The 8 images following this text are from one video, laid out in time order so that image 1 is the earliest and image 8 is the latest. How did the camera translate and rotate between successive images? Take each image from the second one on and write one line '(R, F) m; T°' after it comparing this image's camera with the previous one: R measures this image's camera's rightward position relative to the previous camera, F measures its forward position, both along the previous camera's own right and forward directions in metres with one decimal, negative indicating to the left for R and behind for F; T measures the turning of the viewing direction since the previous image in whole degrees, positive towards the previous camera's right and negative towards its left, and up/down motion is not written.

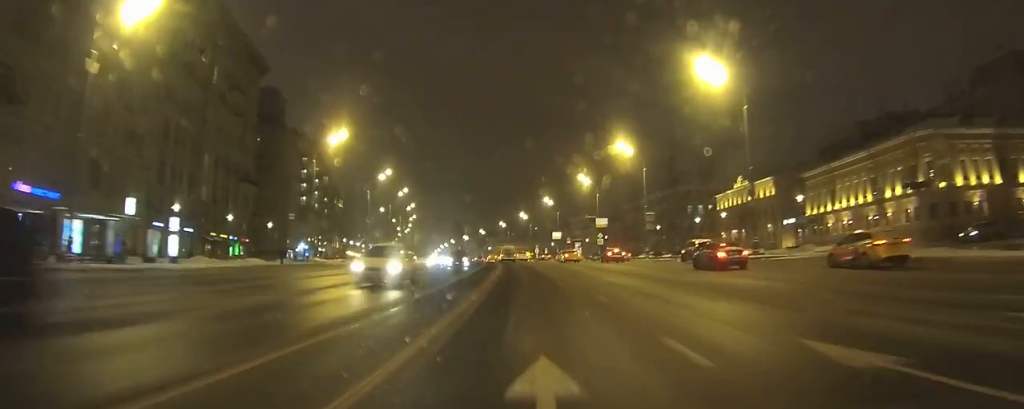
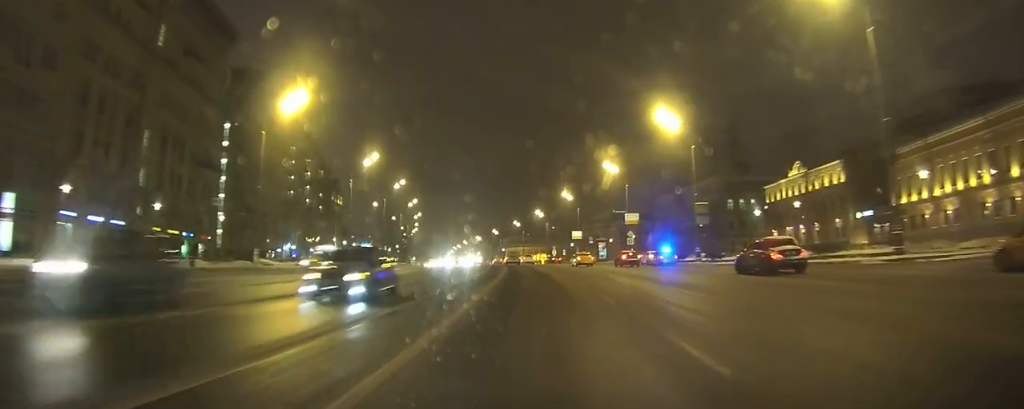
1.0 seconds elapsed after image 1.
(-0.2, +15.3) m; -2°
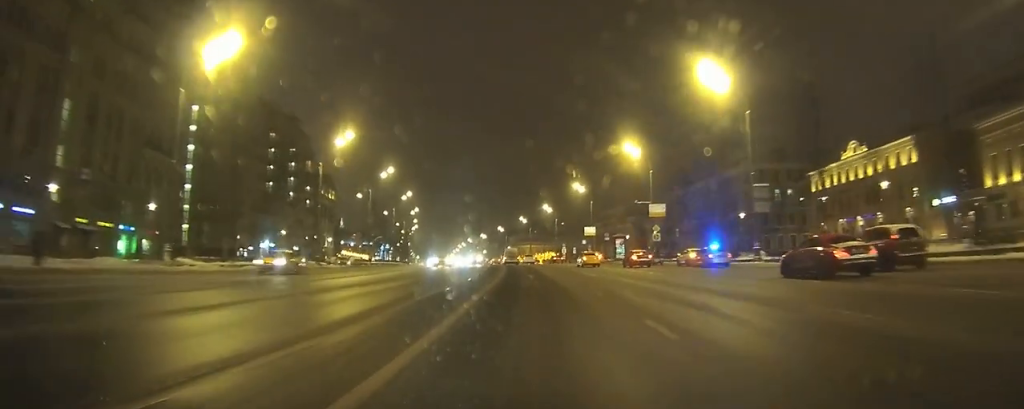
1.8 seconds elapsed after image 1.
(-0.2, +12.7) m; -1°
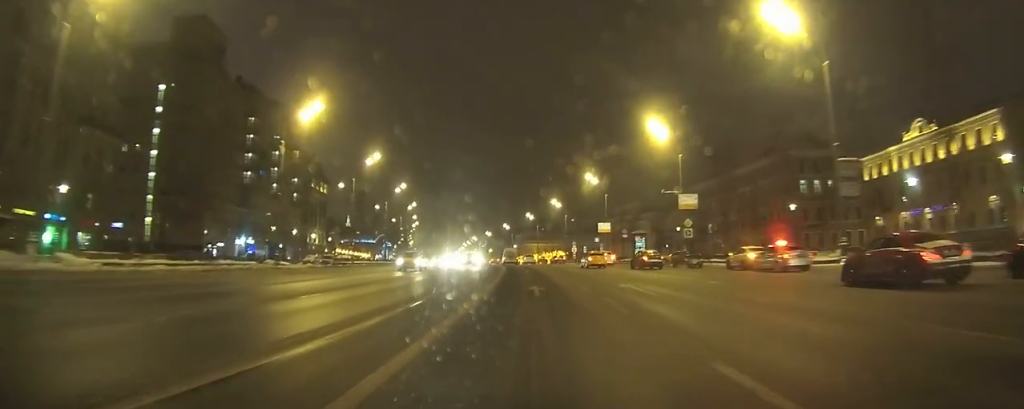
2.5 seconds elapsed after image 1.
(-0.1, +12.0) m; -1°
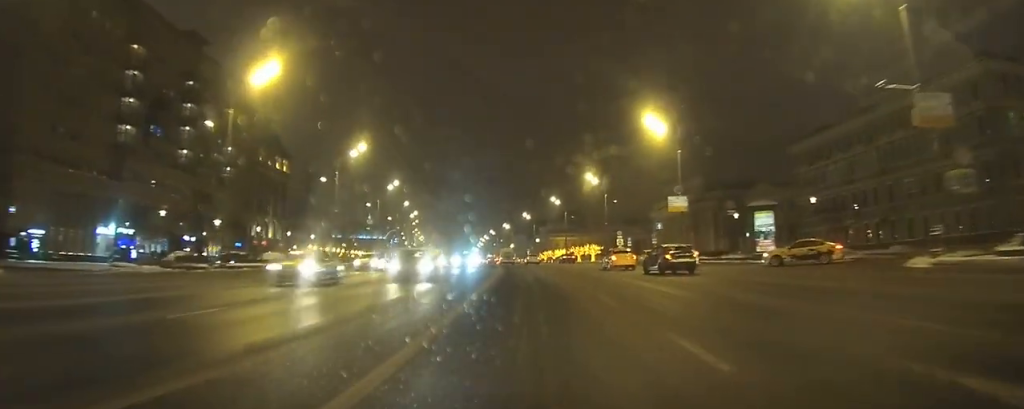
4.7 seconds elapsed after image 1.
(-1.0, +42.5) m; -3°
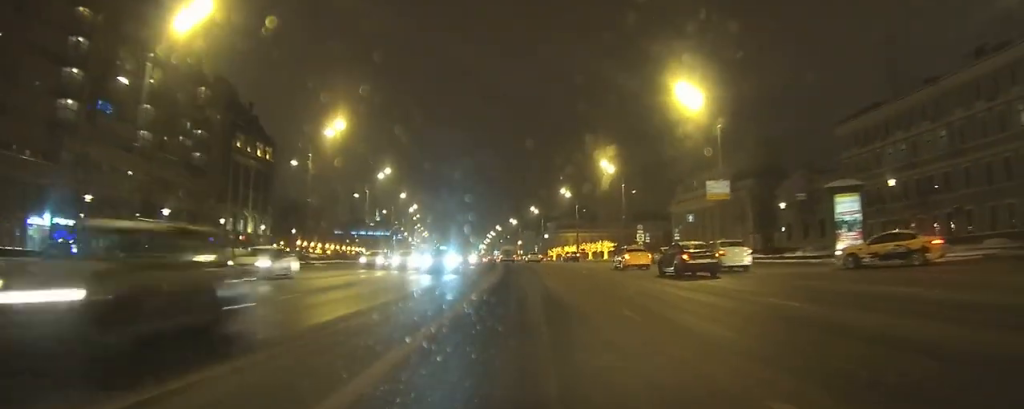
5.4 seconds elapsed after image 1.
(-0.1, +12.2) m; -1°
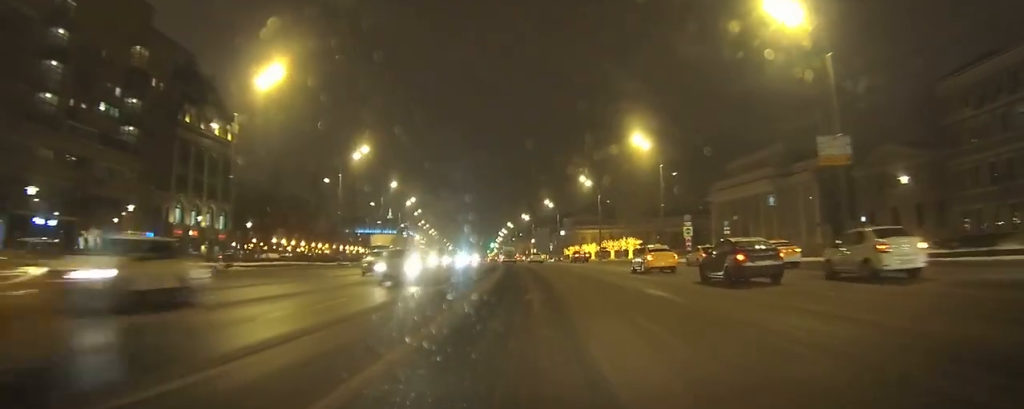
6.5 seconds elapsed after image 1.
(-0.5, +19.4) m; -2°
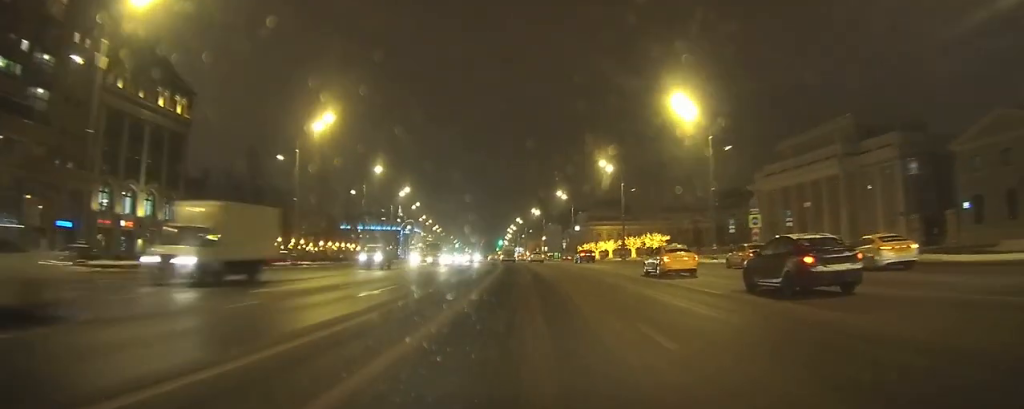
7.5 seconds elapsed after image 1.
(0.0, +16.6) m; 0°
